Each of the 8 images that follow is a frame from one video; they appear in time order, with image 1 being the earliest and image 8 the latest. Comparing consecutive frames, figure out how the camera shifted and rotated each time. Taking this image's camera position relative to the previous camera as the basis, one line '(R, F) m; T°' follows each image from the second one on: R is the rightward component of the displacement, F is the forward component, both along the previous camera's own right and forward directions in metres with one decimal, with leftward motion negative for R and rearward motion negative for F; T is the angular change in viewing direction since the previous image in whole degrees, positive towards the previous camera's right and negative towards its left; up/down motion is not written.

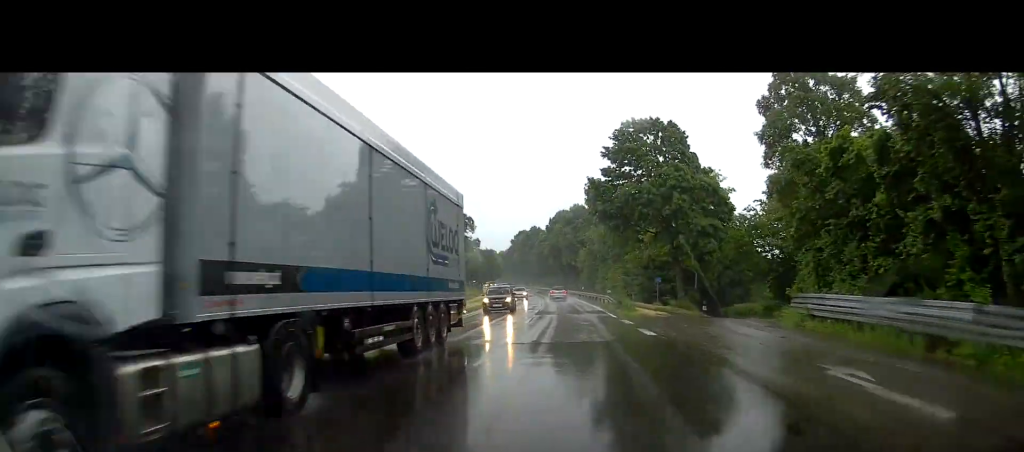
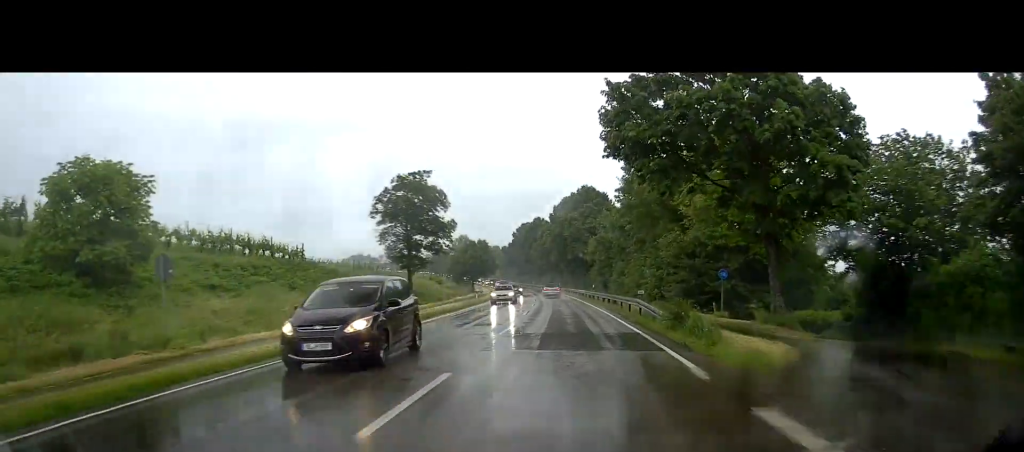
(0.0, +19.7) m; 0°
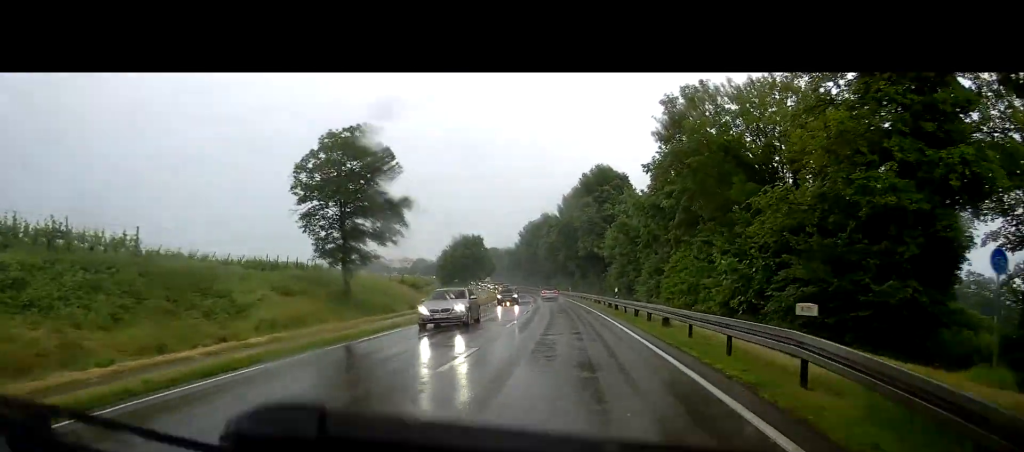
(-0.1, +19.4) m; -2°
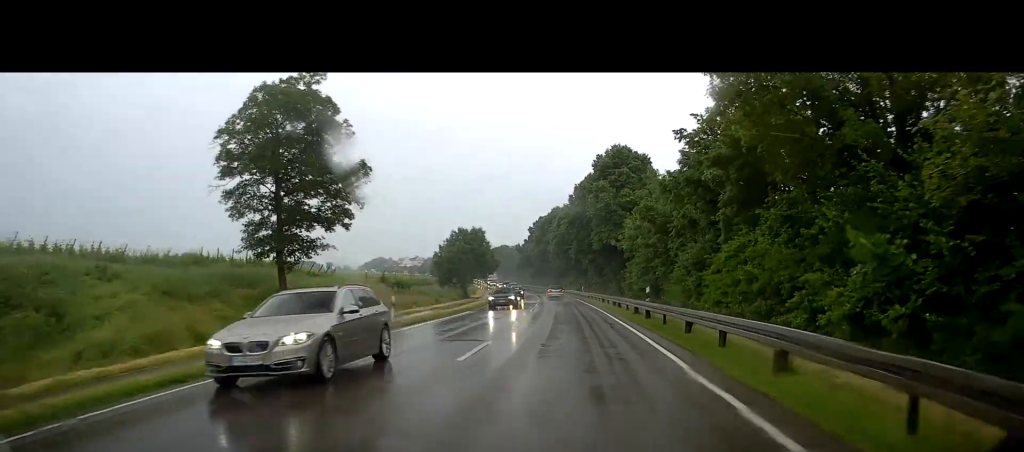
(-0.1, +10.7) m; -1°
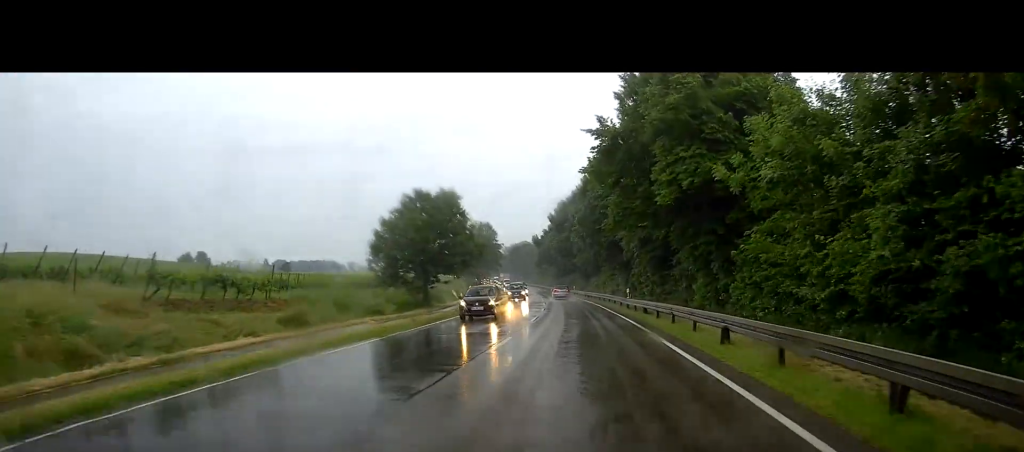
(-0.6, +35.0) m; -2°
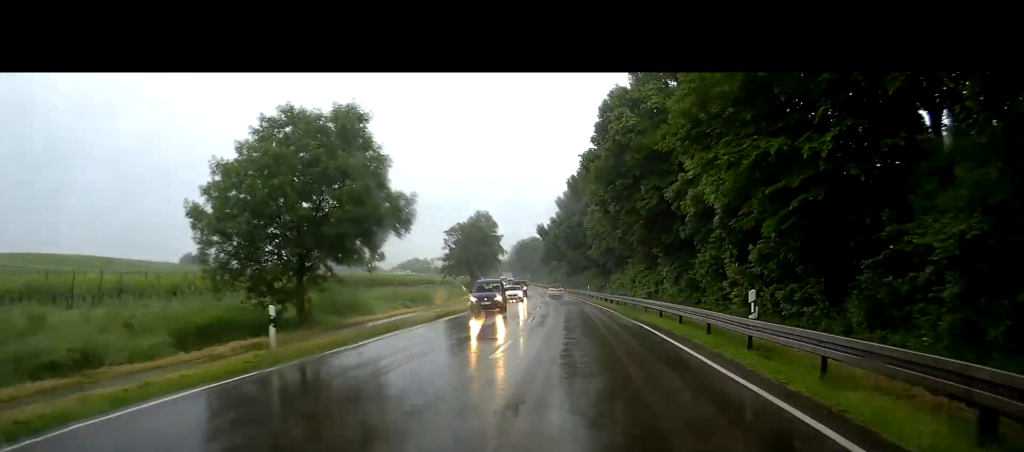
(-0.8, +25.0) m; -3°
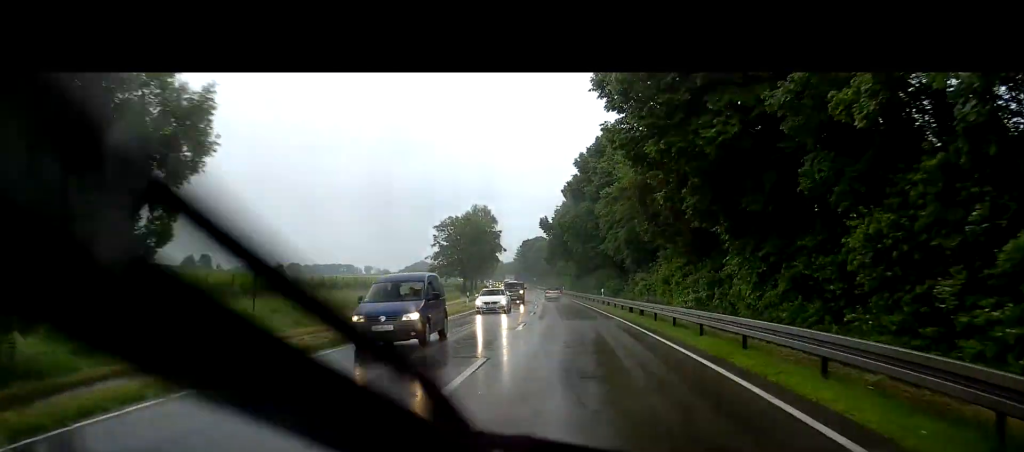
(-0.3, +16.1) m; 0°
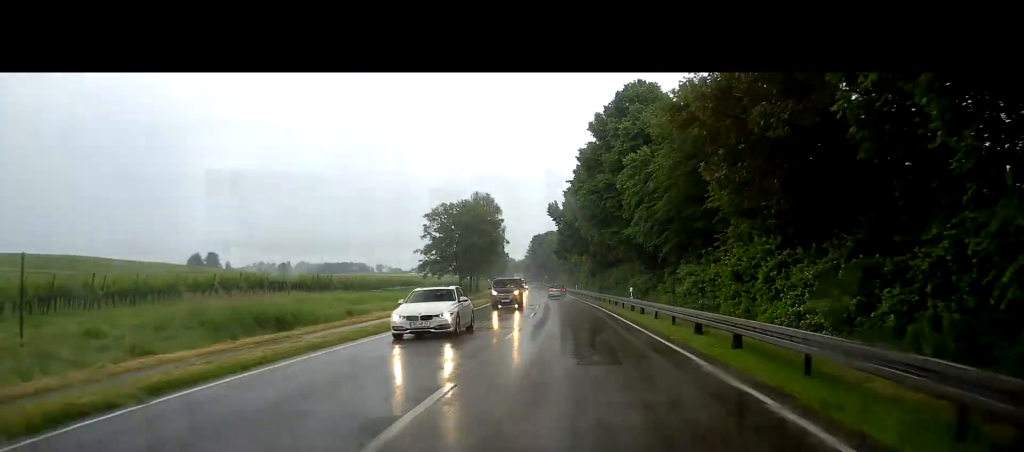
(+0.2, +15.5) m; 0°
